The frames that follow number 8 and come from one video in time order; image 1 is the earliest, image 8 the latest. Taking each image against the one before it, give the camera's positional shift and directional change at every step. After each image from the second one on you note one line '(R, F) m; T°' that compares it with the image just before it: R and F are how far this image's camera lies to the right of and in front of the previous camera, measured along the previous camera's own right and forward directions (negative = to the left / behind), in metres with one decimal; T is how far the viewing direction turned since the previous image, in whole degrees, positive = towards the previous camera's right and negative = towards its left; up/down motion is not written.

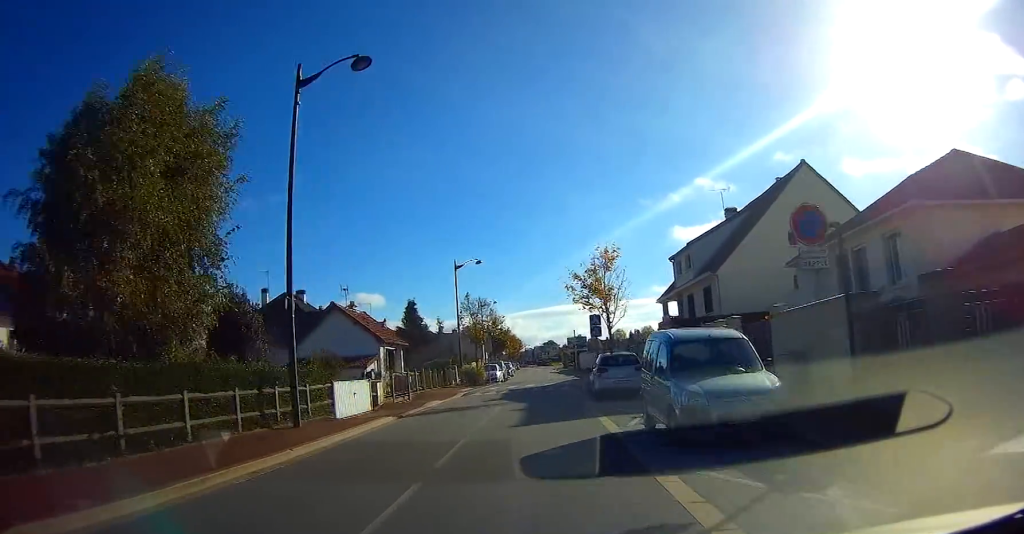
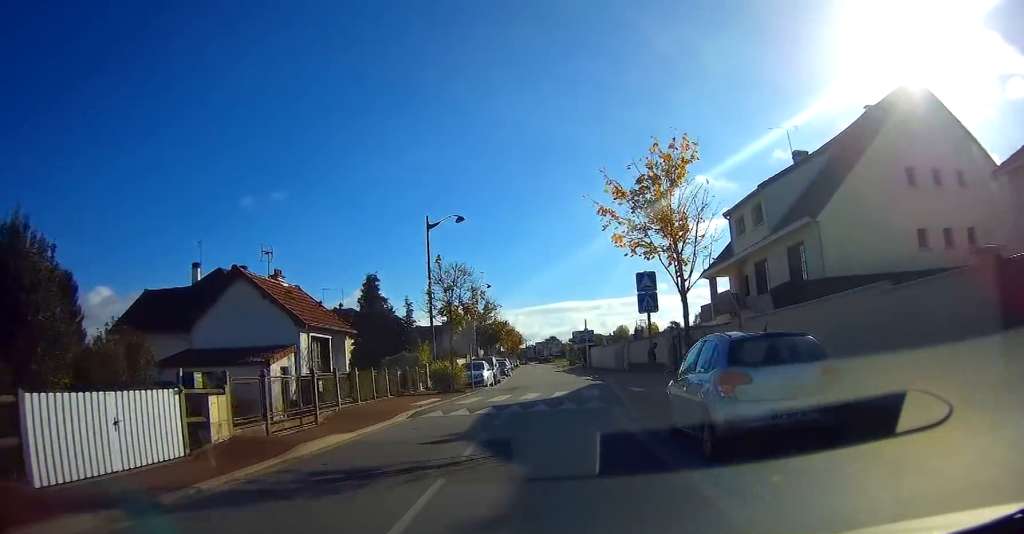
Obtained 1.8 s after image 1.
(+0.1, +13.0) m; -2°
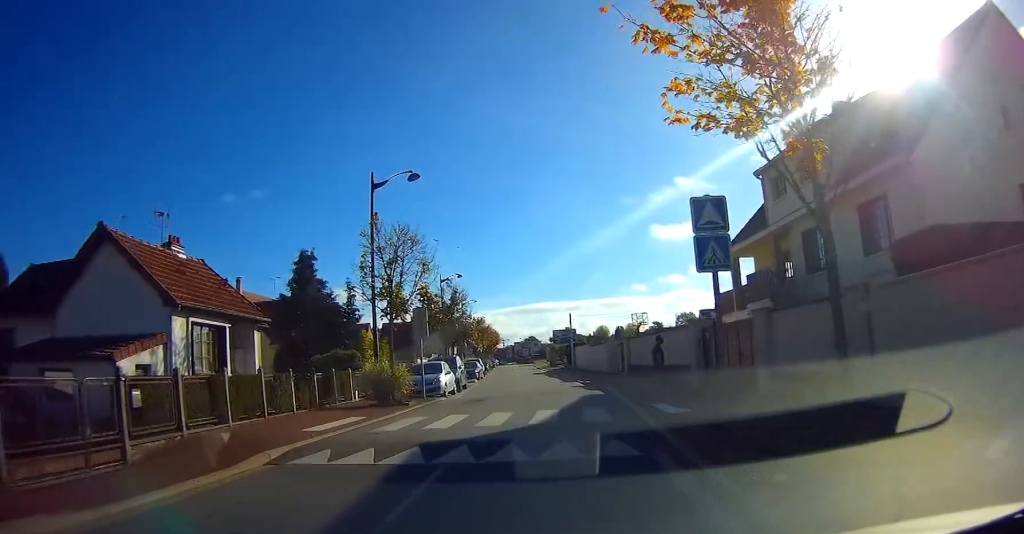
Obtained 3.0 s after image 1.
(-0.4, +8.1) m; -1°
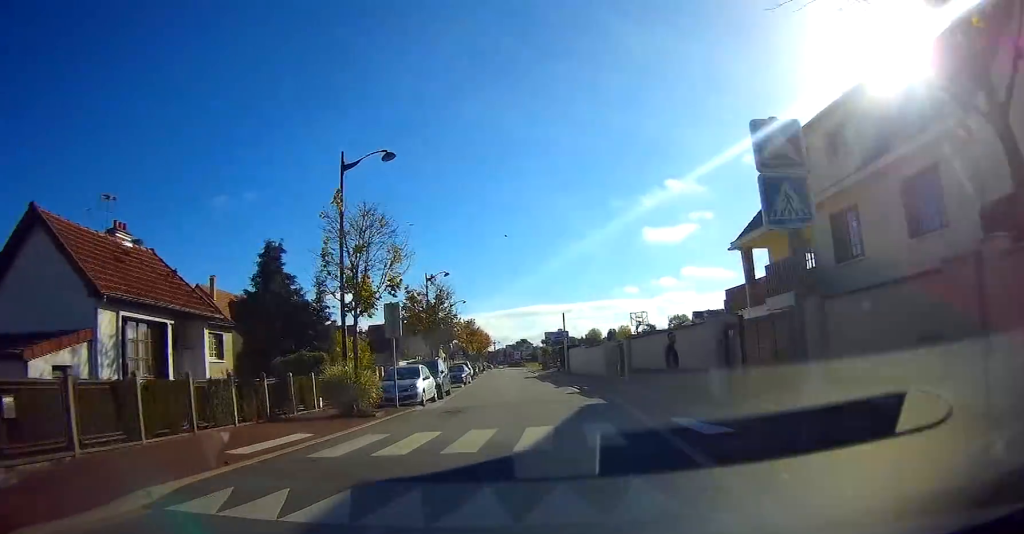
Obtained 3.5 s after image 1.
(0.0, +3.2) m; +2°
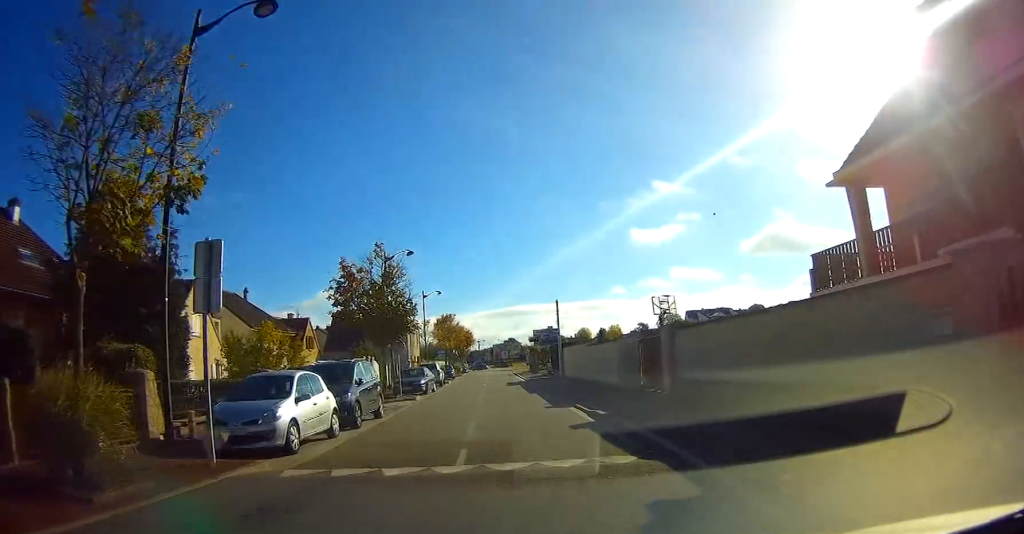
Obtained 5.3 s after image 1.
(+1.3, +11.0) m; +6°
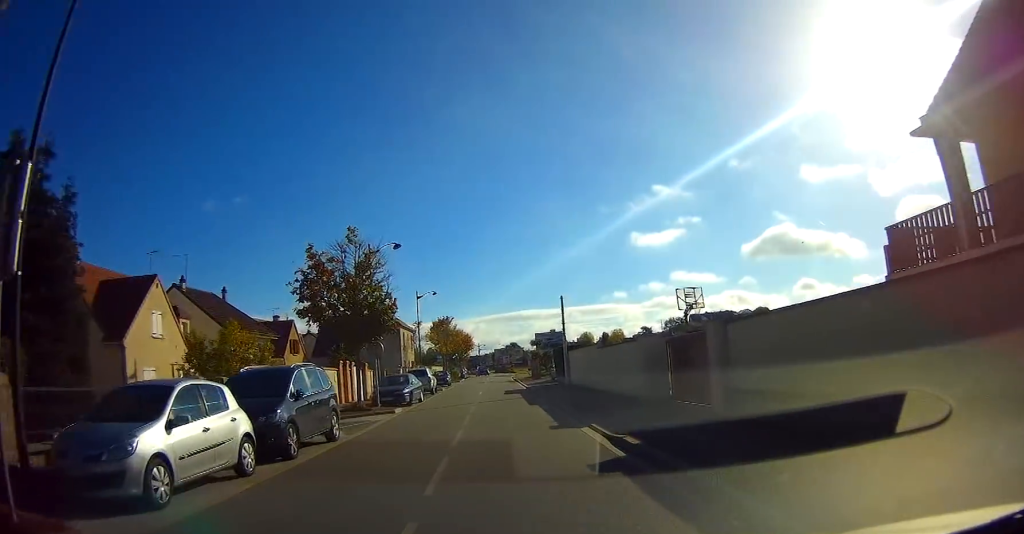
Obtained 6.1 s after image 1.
(-0.3, +4.5) m; -3°
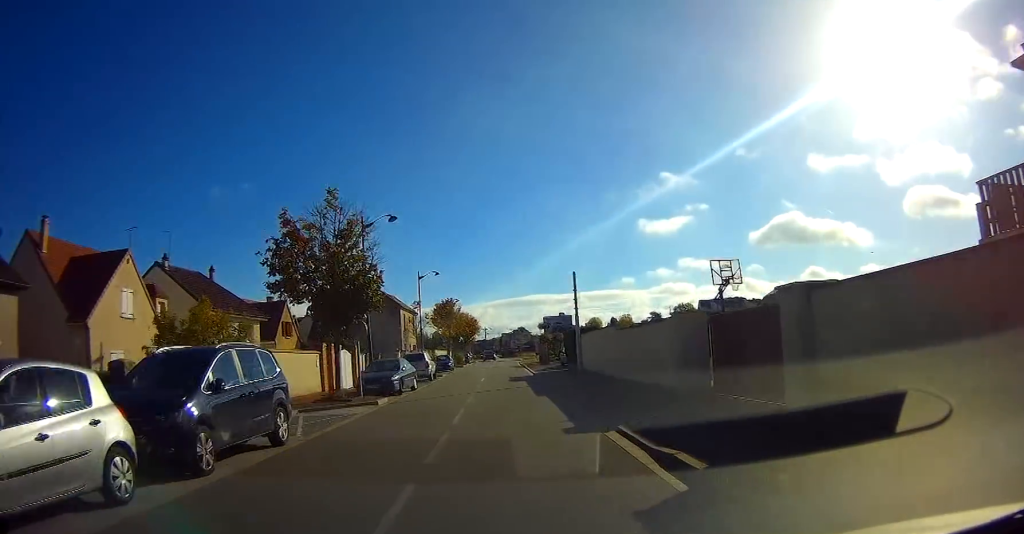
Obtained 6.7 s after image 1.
(0.0, +3.5) m; -1°
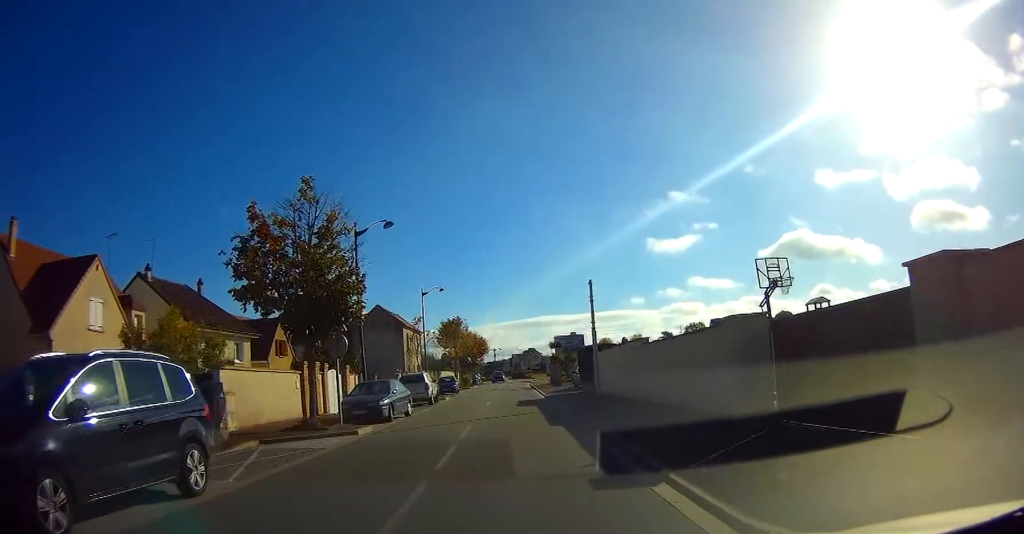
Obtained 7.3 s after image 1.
(0.0, +3.4) m; 0°
